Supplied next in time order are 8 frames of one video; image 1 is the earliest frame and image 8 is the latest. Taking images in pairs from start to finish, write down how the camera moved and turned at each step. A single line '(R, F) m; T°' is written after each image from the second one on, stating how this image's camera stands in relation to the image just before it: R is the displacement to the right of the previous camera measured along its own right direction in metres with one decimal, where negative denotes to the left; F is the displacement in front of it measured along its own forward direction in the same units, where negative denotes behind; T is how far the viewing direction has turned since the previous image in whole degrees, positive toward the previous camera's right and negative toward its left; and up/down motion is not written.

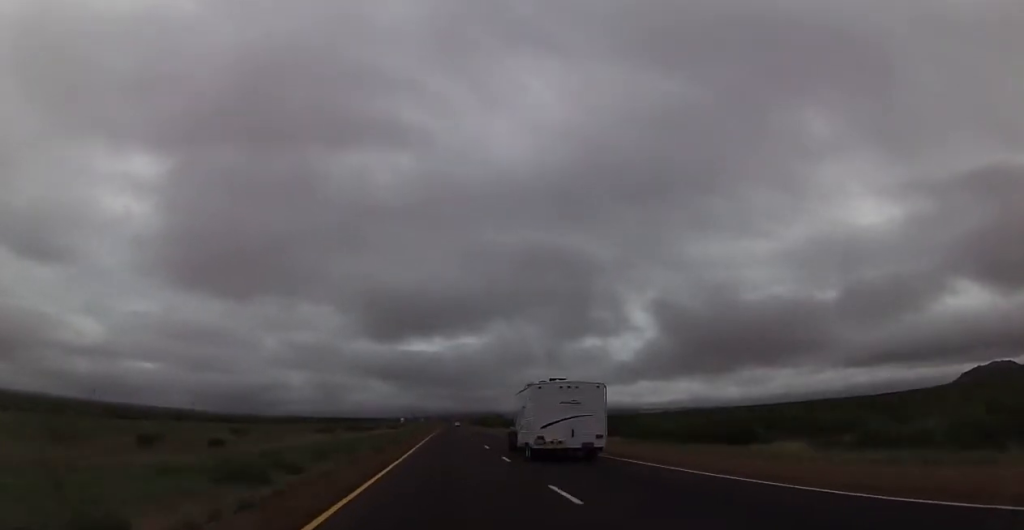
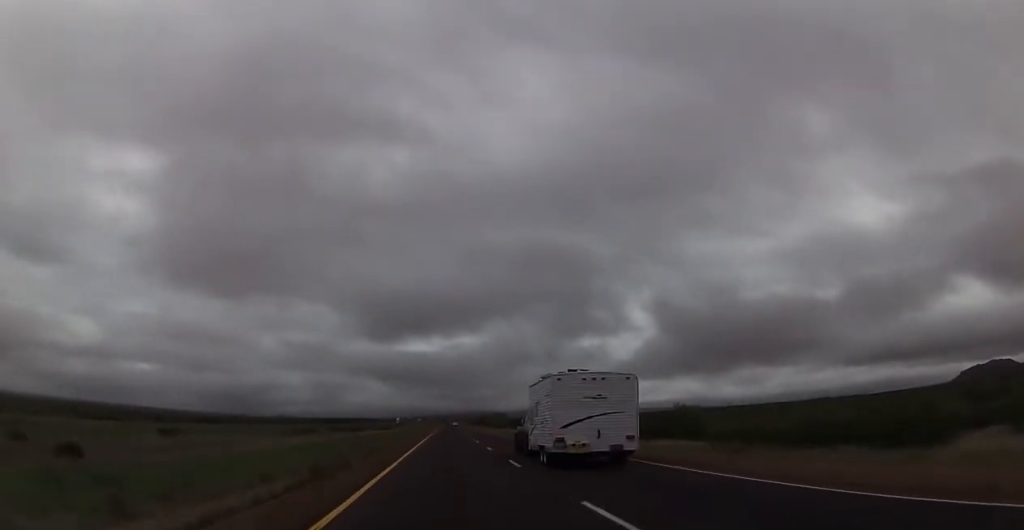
(0.0, +15.3) m; 0°
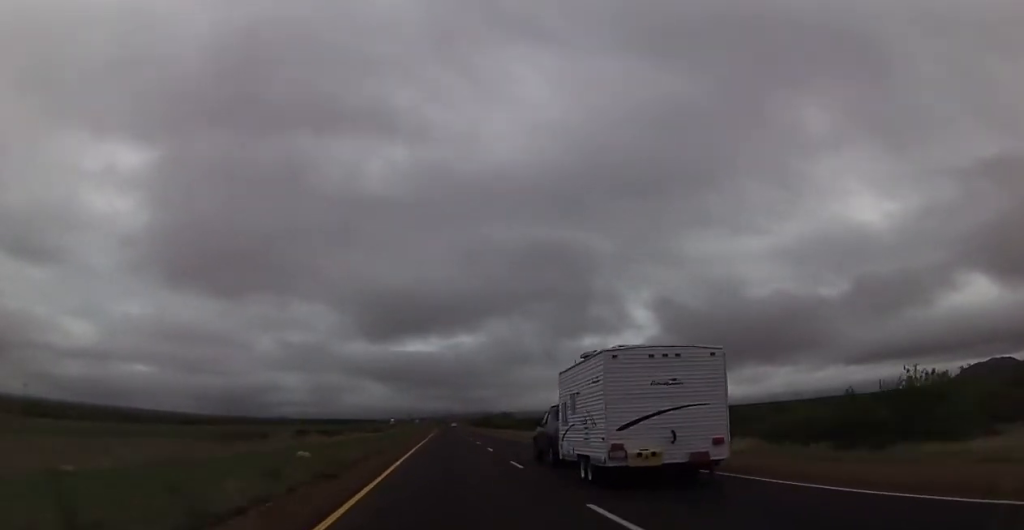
(0.0, +24.7) m; 0°
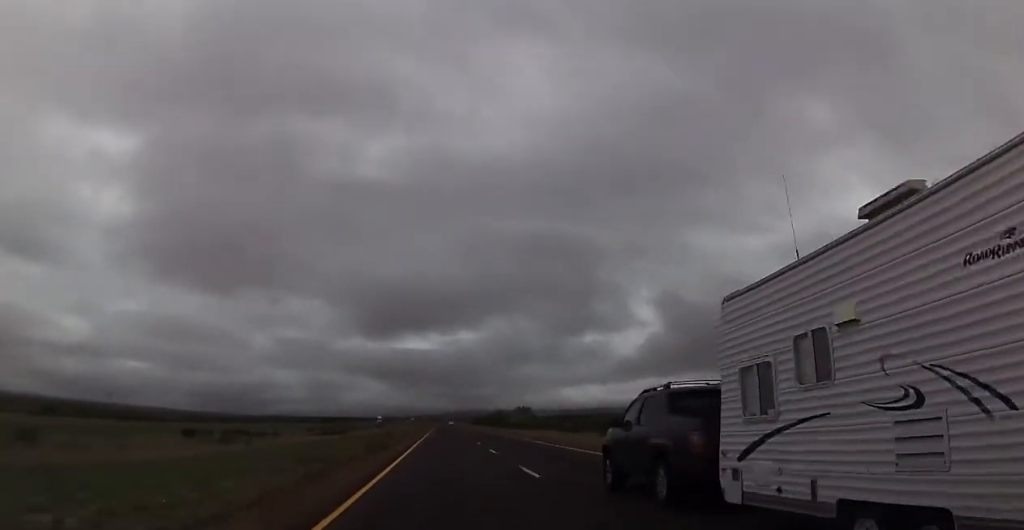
(0.0, +40.1) m; 0°
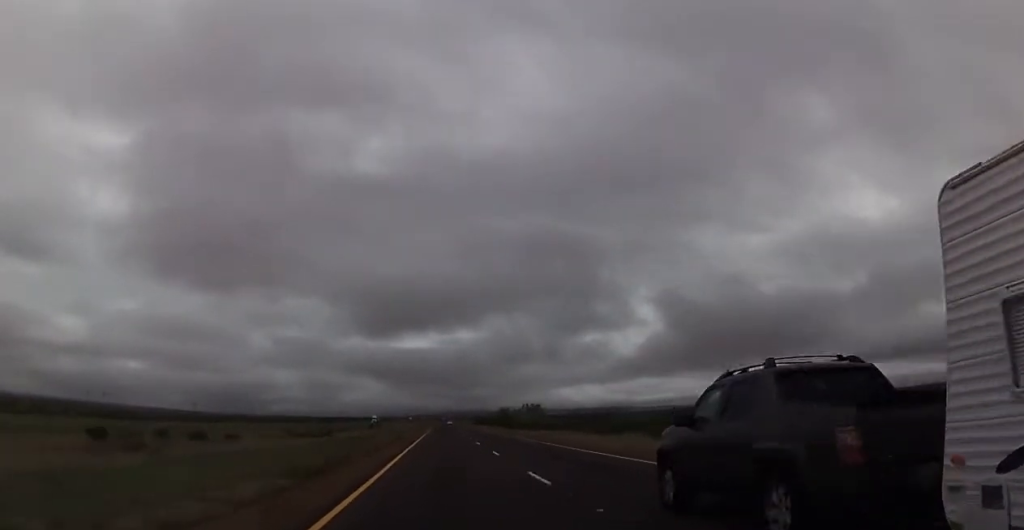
(0.0, +14.1) m; 0°
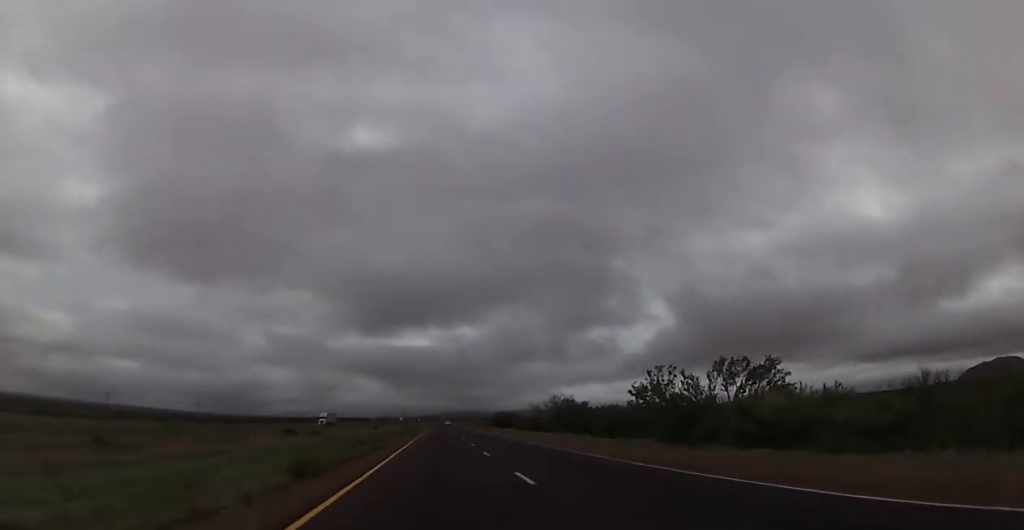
(0.0, +84.9) m; 0°
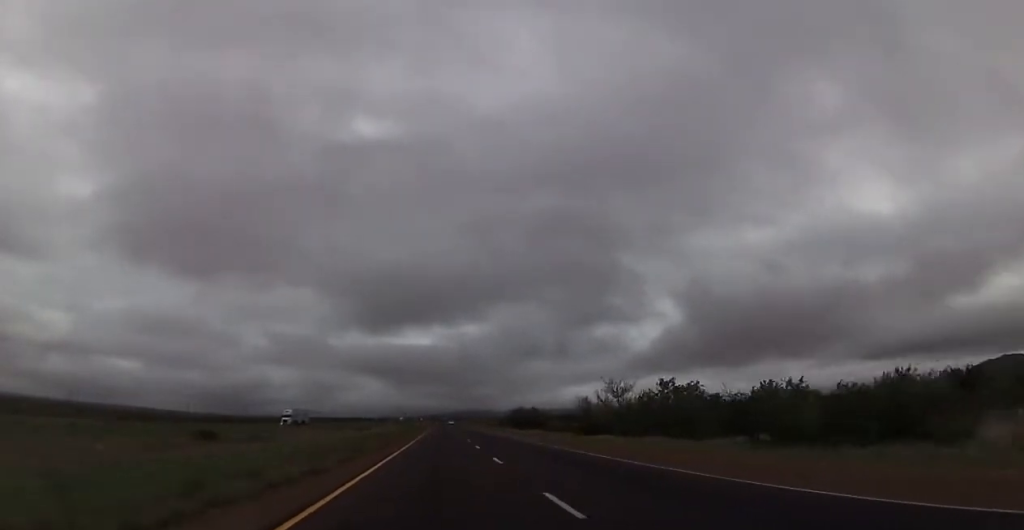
(0.0, +29.5) m; 0°
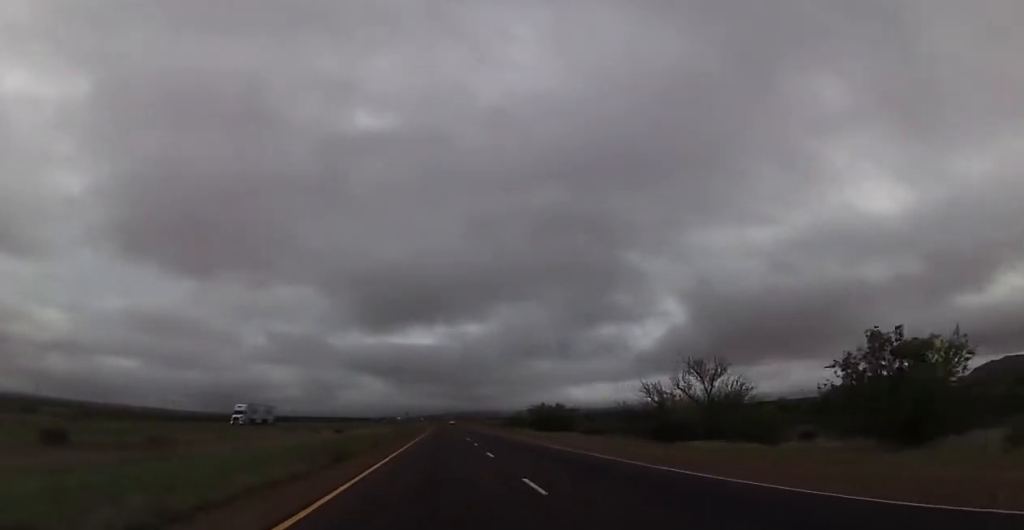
(0.0, +21.2) m; 0°
